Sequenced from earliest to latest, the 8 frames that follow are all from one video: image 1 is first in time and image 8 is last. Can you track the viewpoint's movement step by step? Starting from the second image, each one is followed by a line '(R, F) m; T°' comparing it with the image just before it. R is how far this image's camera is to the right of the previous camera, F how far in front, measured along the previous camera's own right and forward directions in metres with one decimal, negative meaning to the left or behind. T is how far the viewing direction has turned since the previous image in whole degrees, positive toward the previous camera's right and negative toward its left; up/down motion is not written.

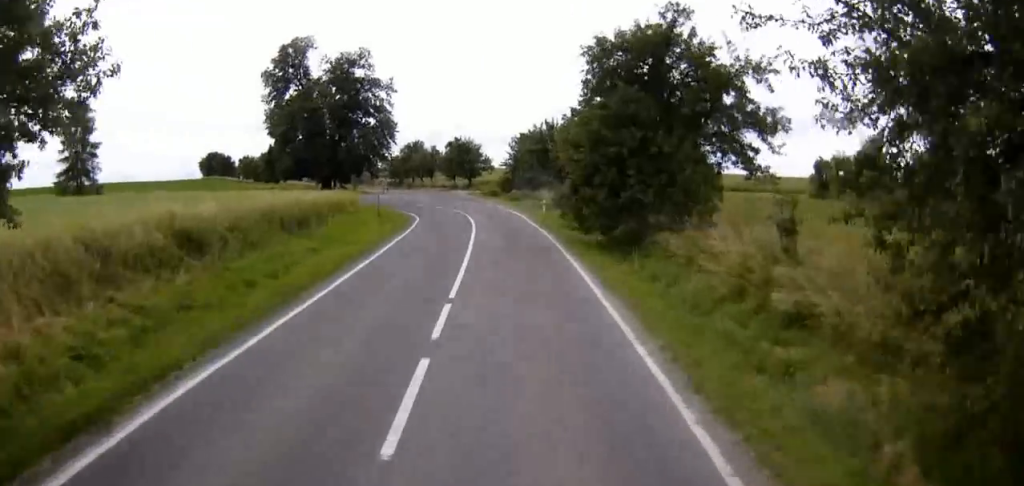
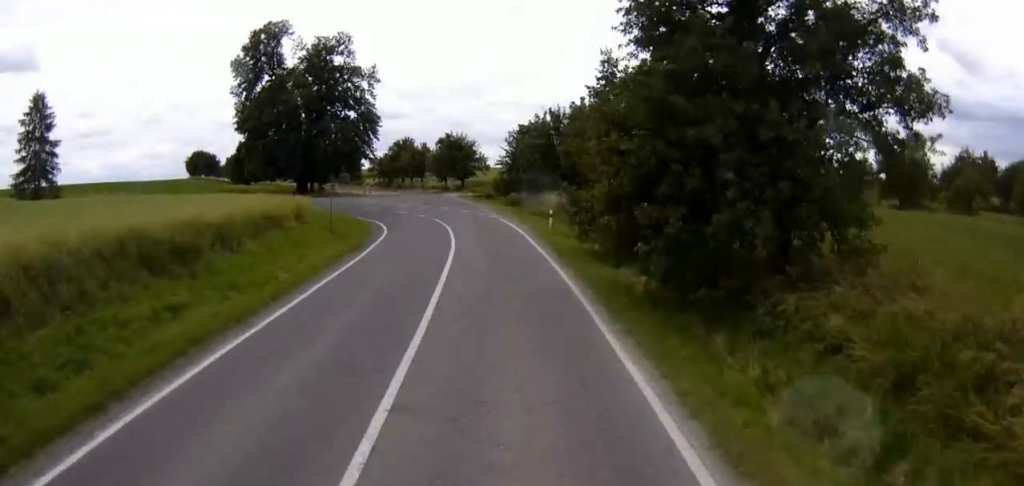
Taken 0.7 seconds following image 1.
(+0.1, +10.4) m; +1°
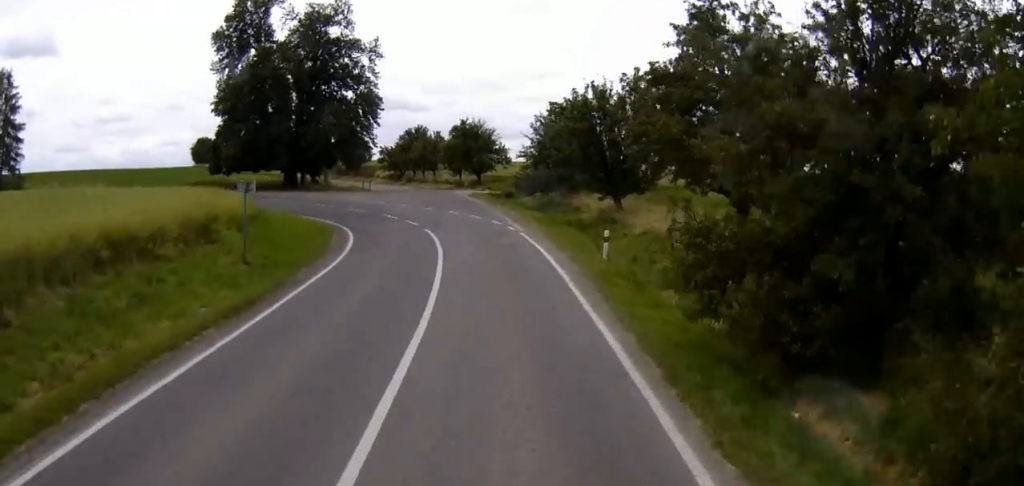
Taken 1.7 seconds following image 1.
(+0.2, +12.7) m; -1°
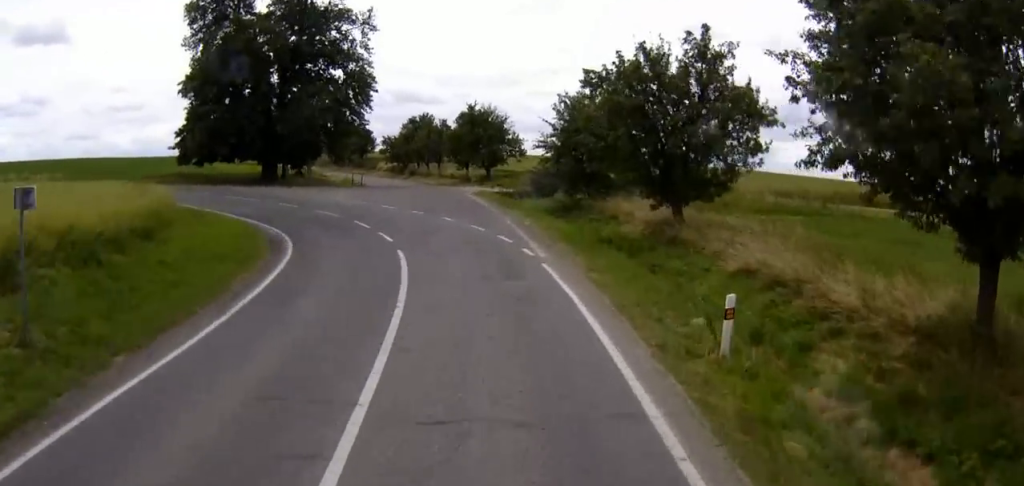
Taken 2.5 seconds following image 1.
(-0.2, +10.4) m; -5°
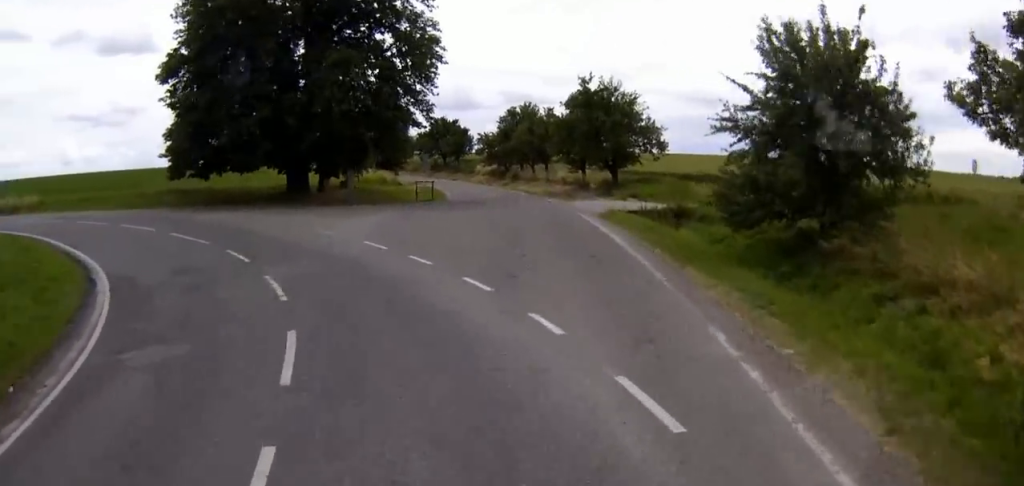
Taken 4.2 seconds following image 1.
(-1.5, +20.0) m; -12°
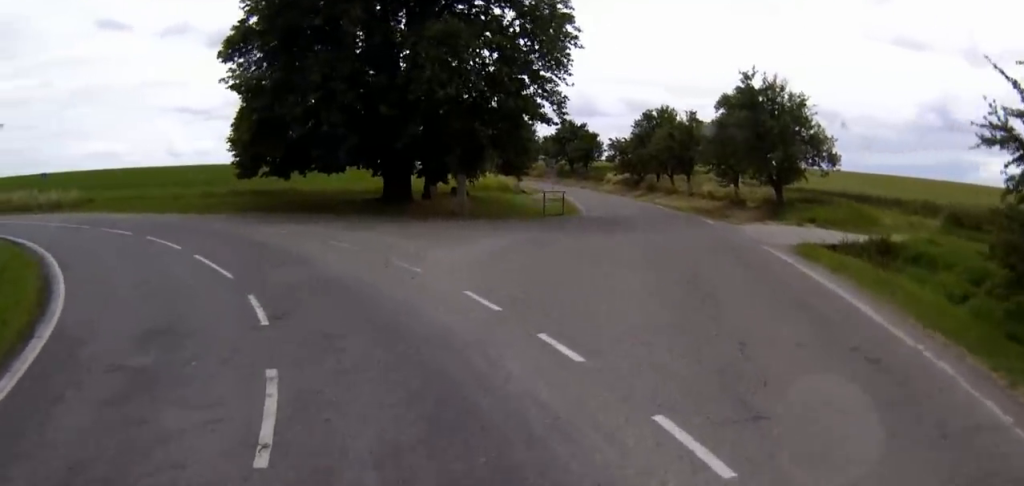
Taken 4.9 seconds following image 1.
(-1.0, +7.9) m; -10°
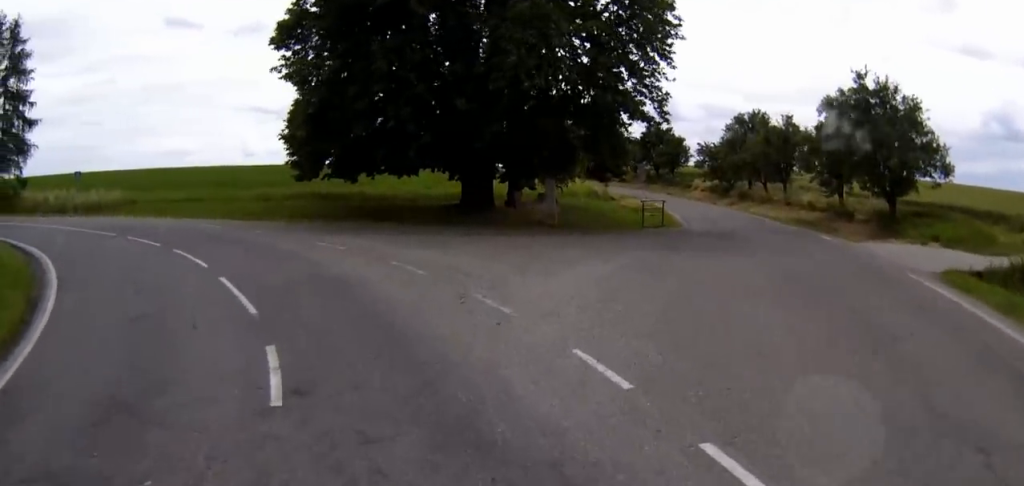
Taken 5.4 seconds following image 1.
(-0.2, +4.4) m; -6°
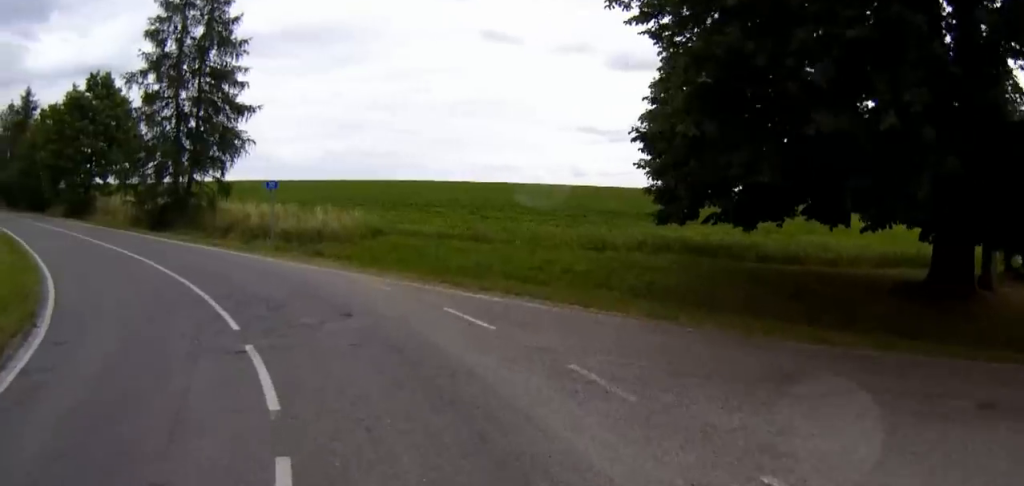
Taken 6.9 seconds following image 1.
(-1.4, +14.6) m; -11°
